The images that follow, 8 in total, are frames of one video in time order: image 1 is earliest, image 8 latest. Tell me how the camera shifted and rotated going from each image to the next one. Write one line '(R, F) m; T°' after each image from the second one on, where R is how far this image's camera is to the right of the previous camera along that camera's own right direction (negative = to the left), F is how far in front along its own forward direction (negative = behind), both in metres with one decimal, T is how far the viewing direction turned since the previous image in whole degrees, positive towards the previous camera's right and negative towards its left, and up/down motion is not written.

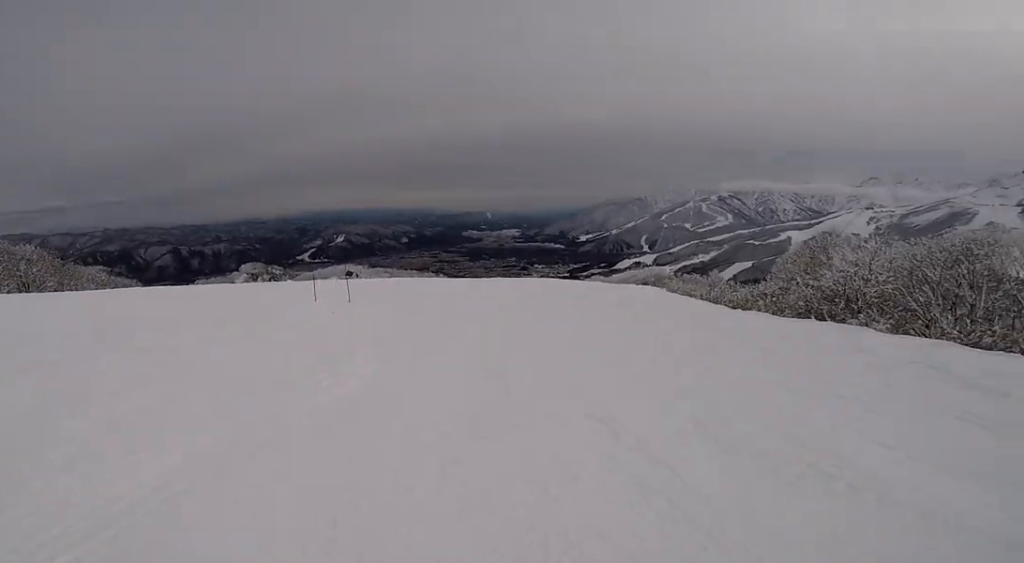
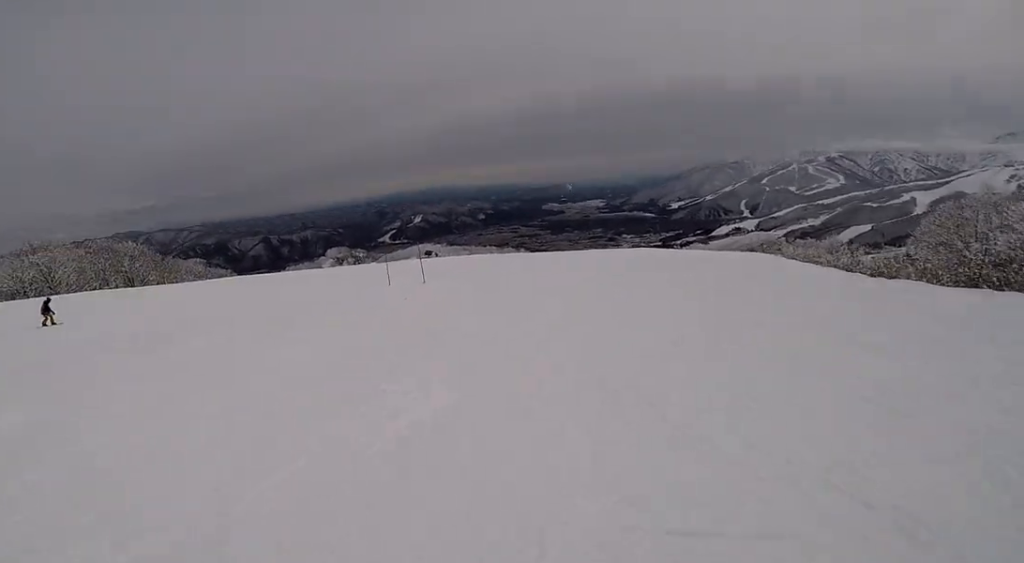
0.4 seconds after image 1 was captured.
(-0.2, +2.0) m; -8°
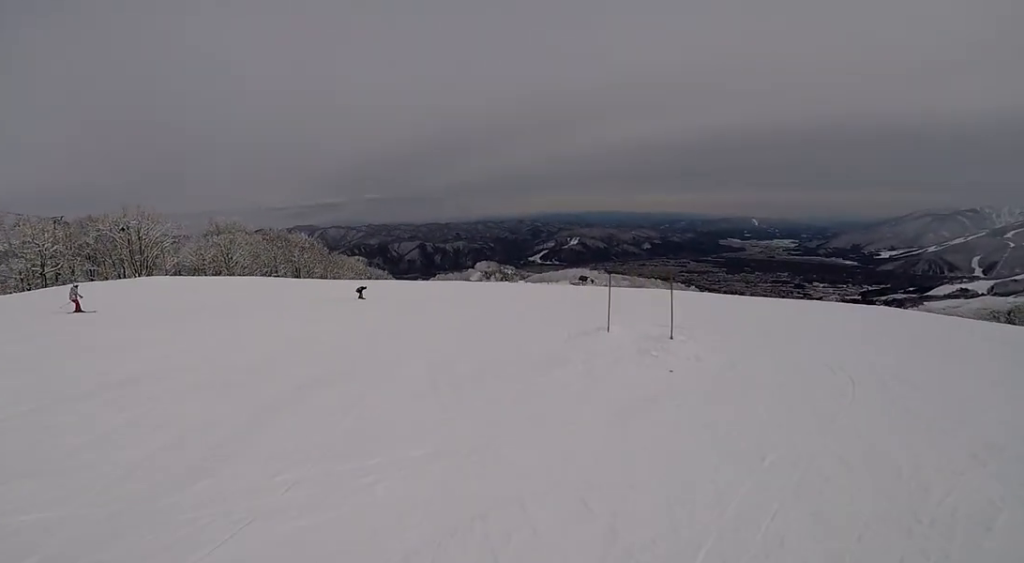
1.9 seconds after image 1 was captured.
(-1.6, +7.0) m; -11°
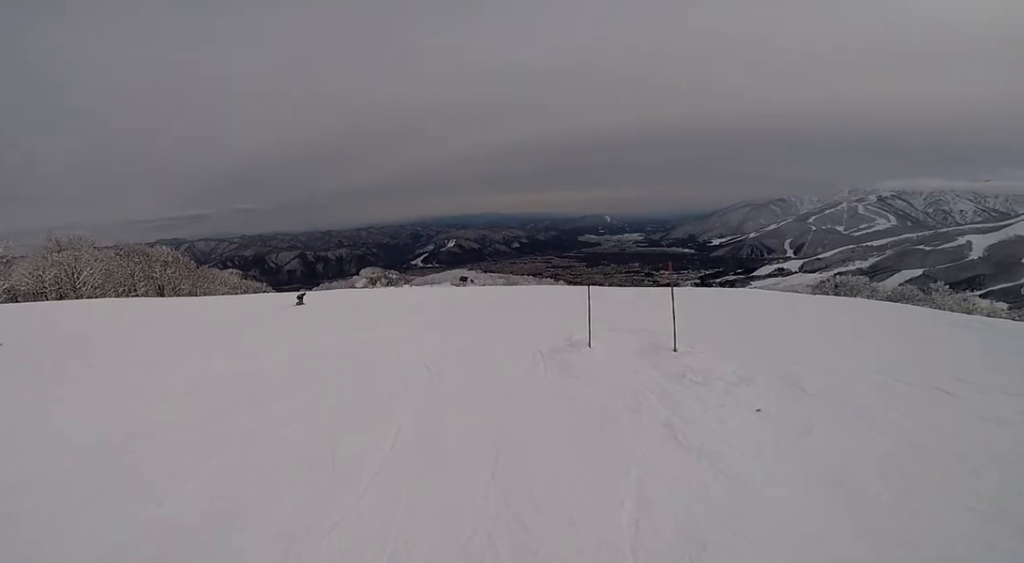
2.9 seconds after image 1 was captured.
(+0.7, +4.7) m; +12°
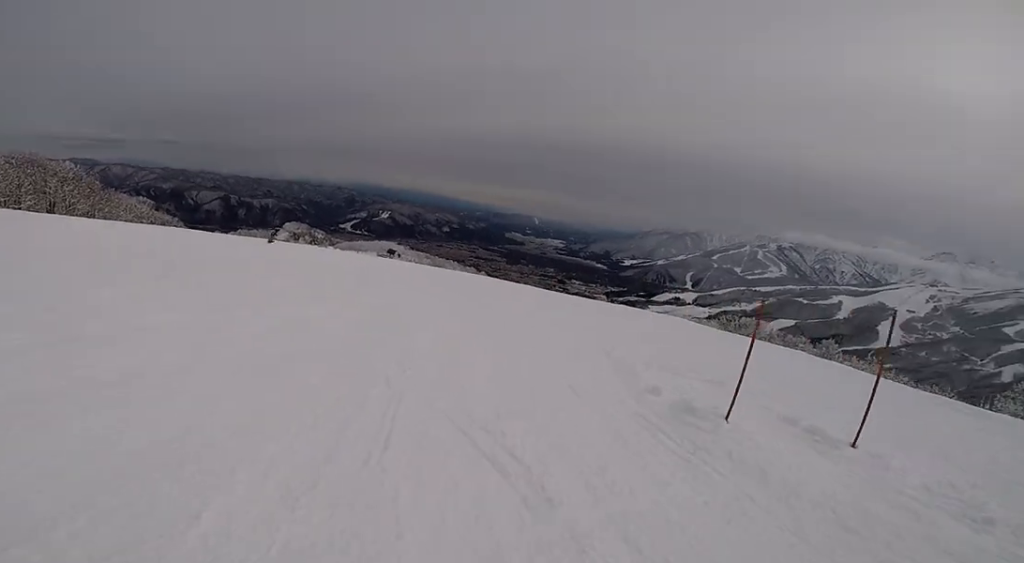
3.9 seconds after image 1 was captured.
(+0.4, +5.3) m; +12°
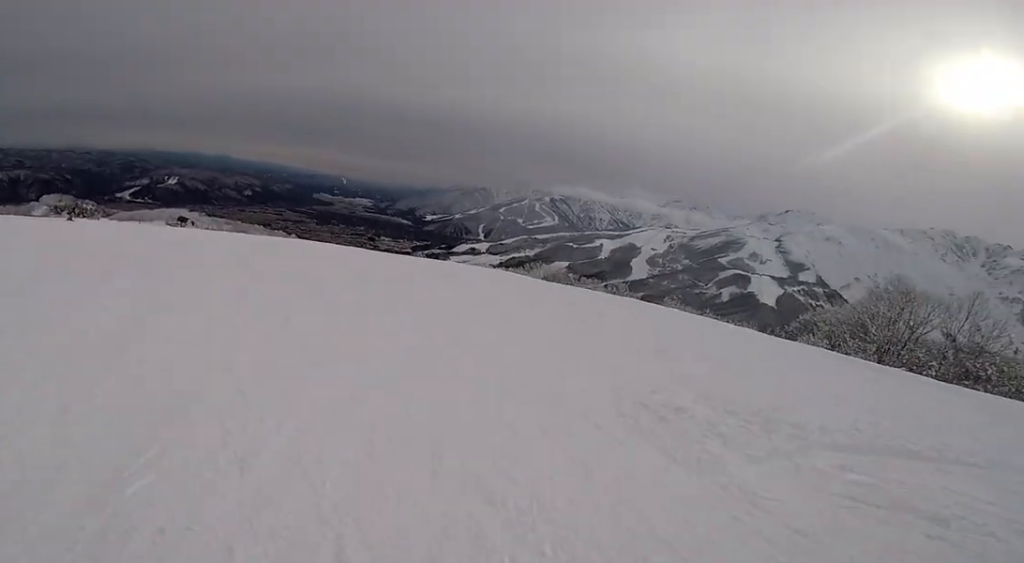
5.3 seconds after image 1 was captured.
(+2.1, +6.6) m; +32°
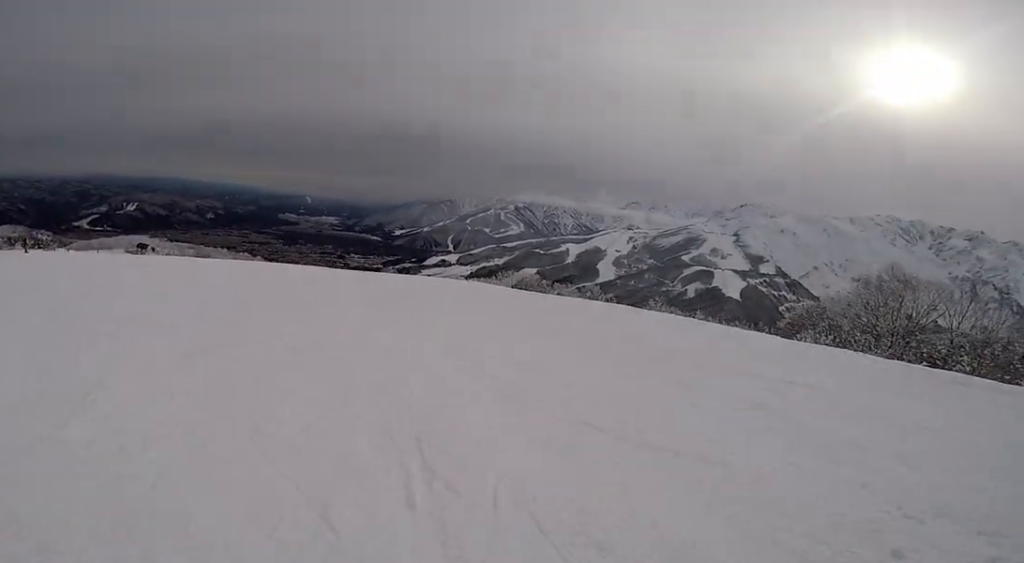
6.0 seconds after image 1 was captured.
(+0.9, +3.8) m; +6°
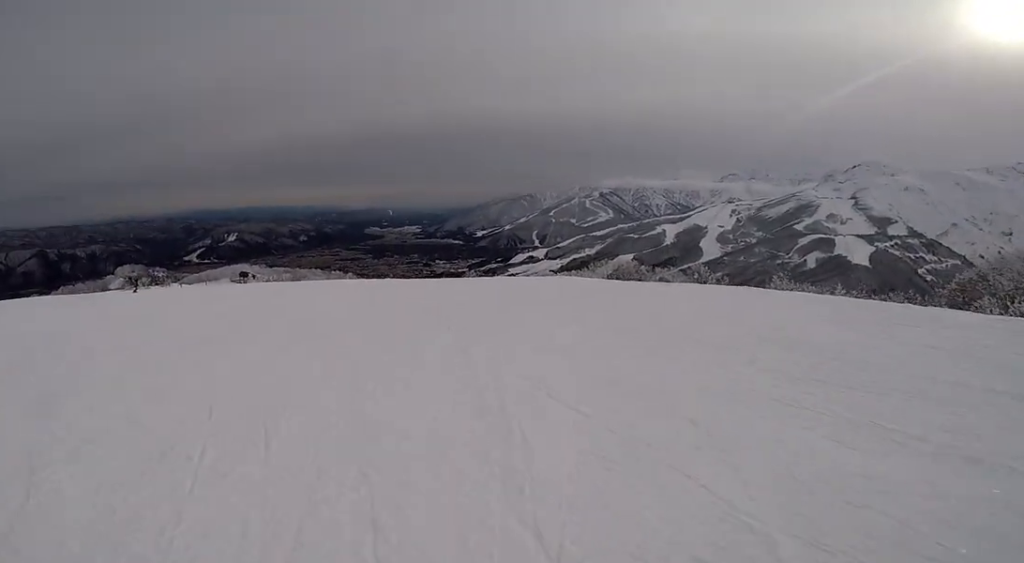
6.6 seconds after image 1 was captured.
(-0.4, +3.0) m; -7°
